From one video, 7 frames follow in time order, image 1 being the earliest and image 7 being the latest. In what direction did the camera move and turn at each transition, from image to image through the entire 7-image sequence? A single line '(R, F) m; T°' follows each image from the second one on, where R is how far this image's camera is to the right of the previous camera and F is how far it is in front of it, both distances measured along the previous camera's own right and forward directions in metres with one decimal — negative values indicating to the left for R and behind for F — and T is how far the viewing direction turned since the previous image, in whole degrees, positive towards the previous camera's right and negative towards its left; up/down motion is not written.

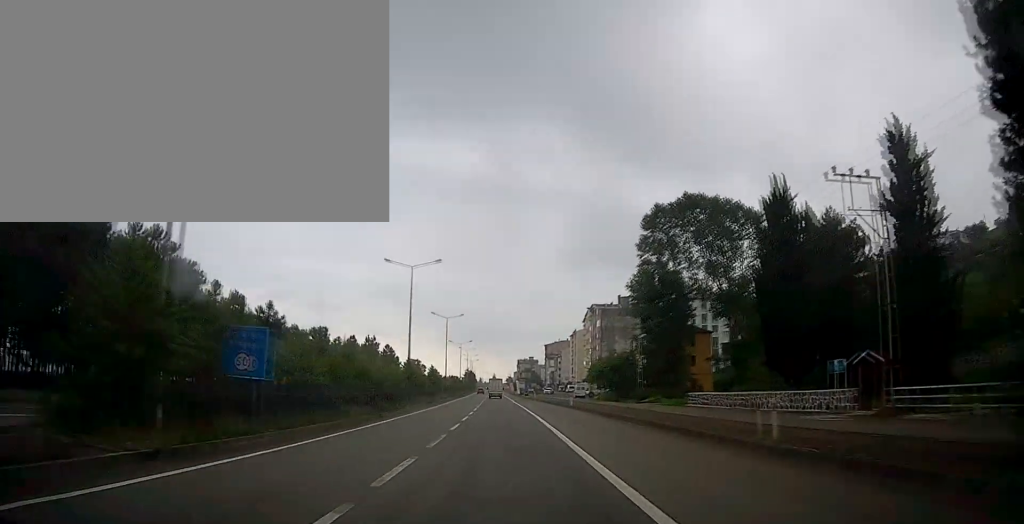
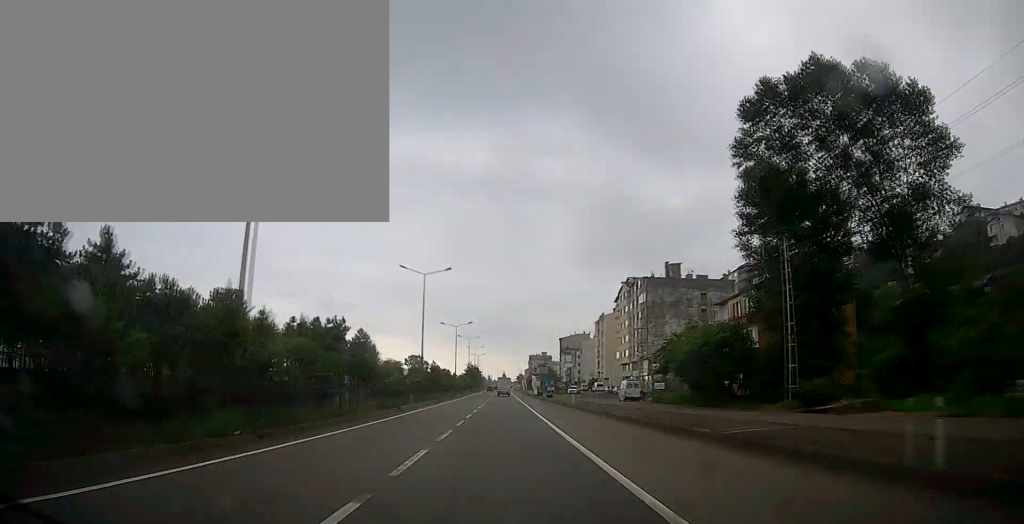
(-0.3, +34.4) m; -1°
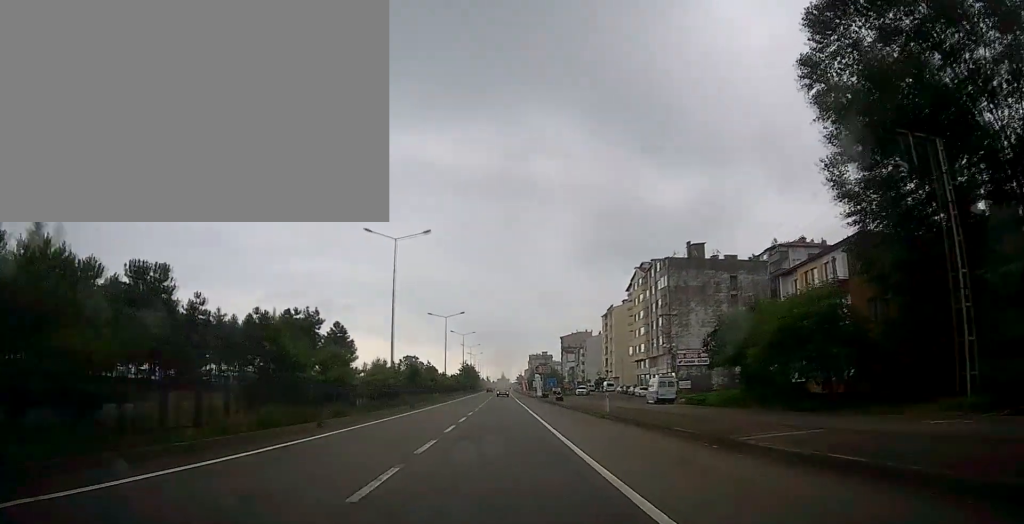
(-0.2, +14.7) m; 0°
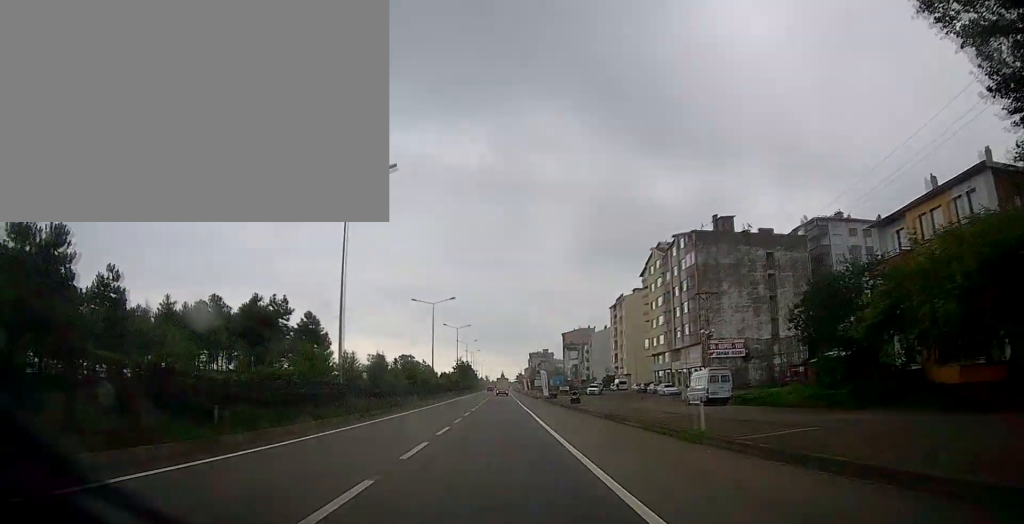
(+0.4, +13.1) m; 0°
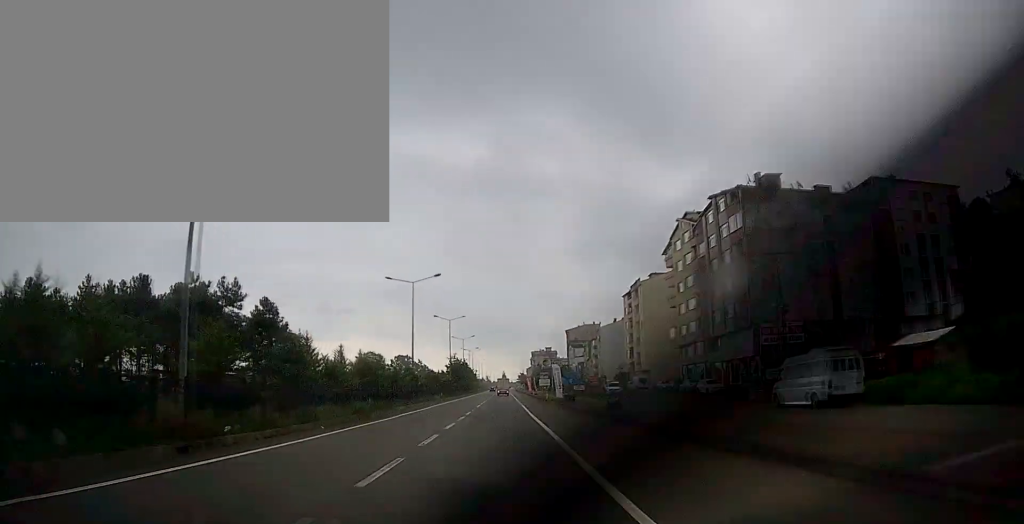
(-0.5, +15.2) m; -1°
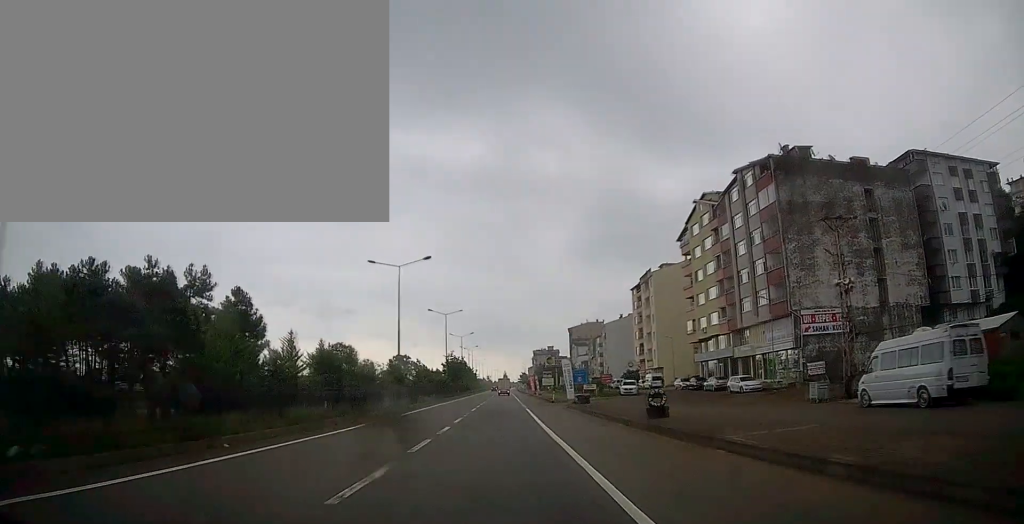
(0.0, +7.2) m; -1°
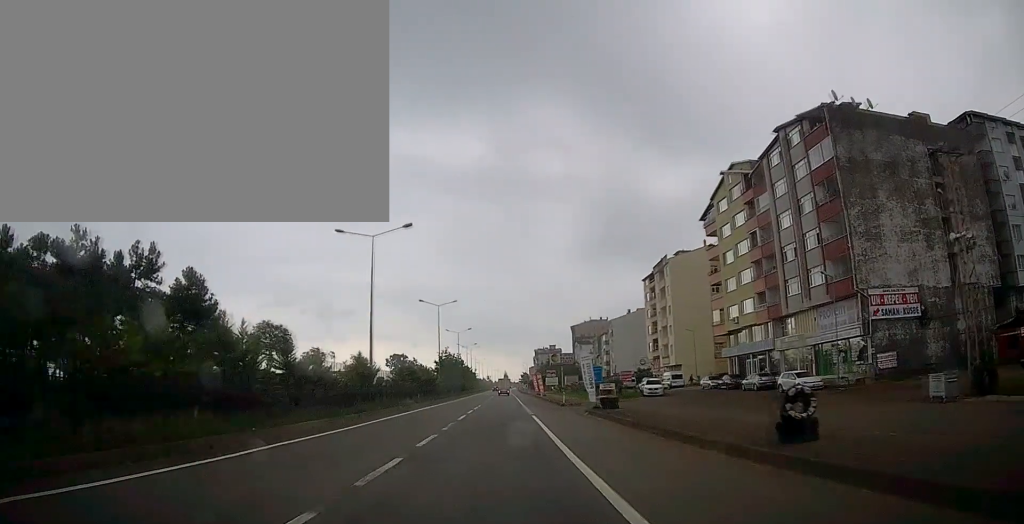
(+0.1, +9.8) m; -1°
